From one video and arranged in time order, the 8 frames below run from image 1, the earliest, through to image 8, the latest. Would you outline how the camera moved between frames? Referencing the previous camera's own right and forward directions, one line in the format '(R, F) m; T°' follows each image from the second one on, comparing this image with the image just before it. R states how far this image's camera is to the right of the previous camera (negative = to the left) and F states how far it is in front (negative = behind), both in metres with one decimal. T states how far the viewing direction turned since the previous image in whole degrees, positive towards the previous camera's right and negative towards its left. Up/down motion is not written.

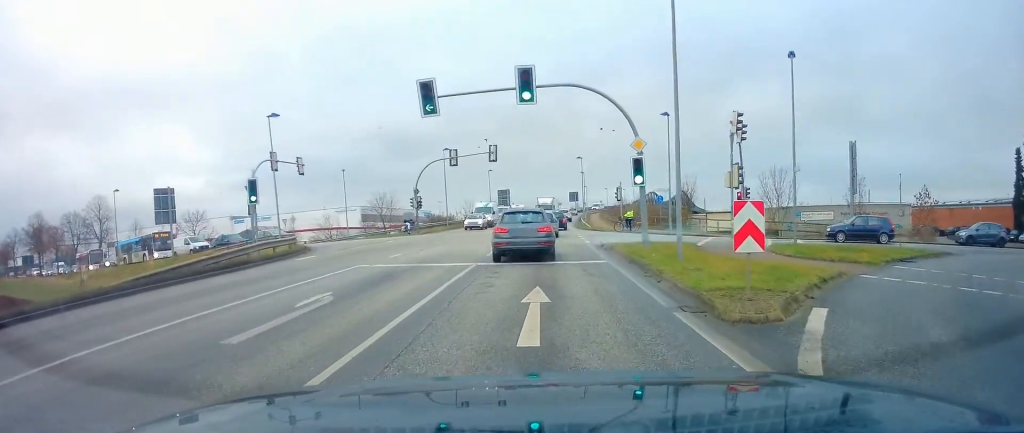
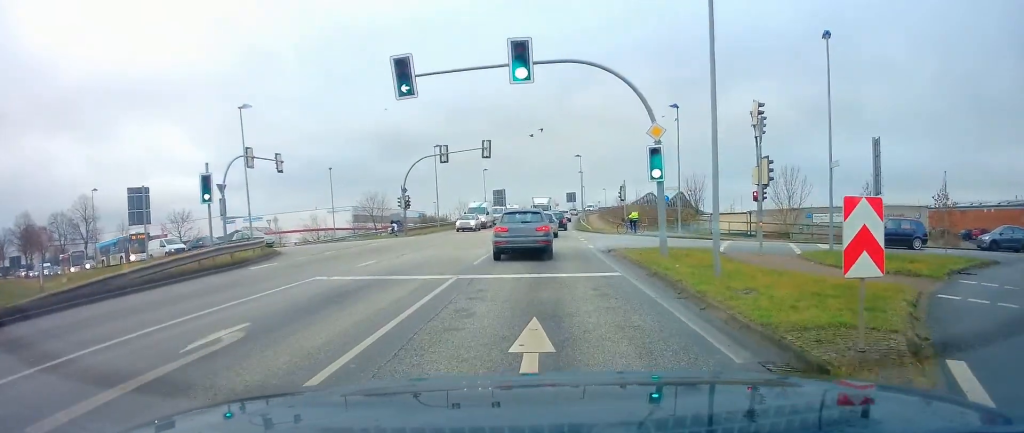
(0.0, +3.3) m; +1°
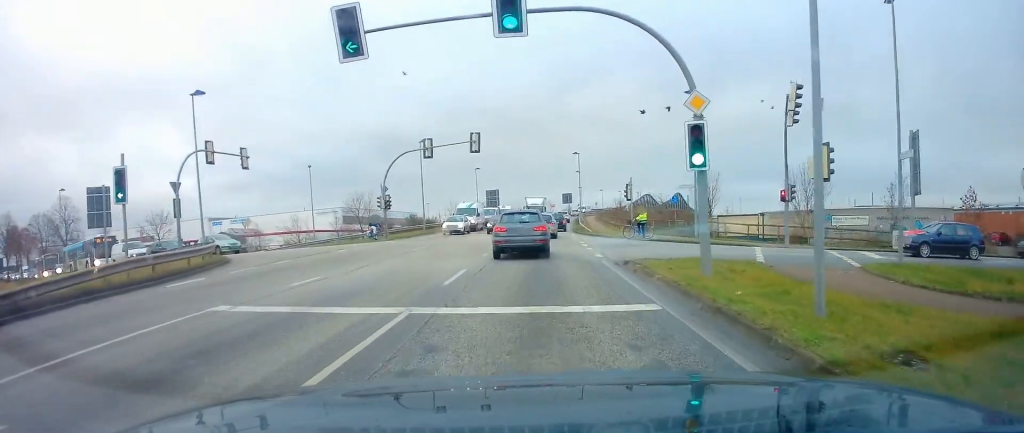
(0.0, +4.5) m; +1°
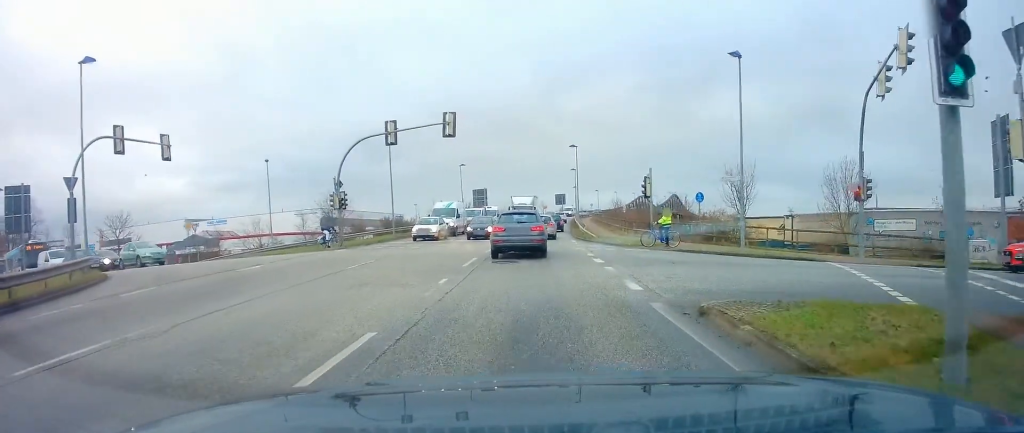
(+0.2, +8.0) m; +1°
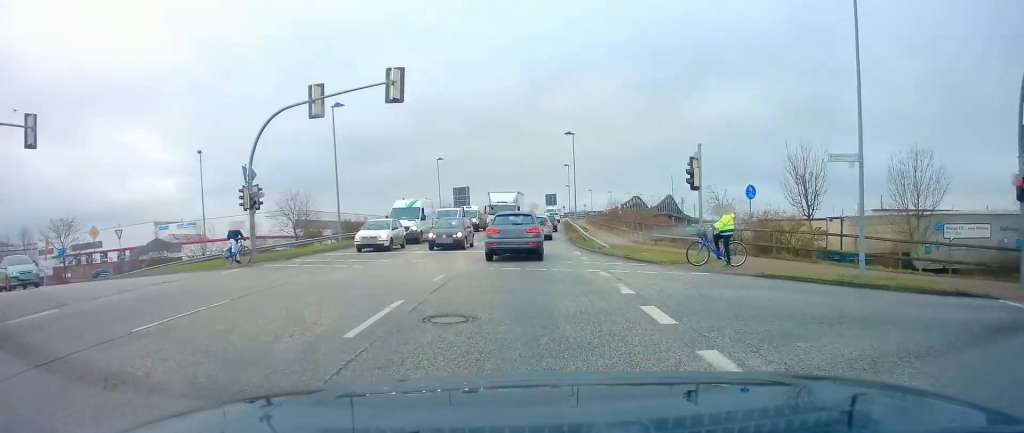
(0.0, +9.5) m; 0°
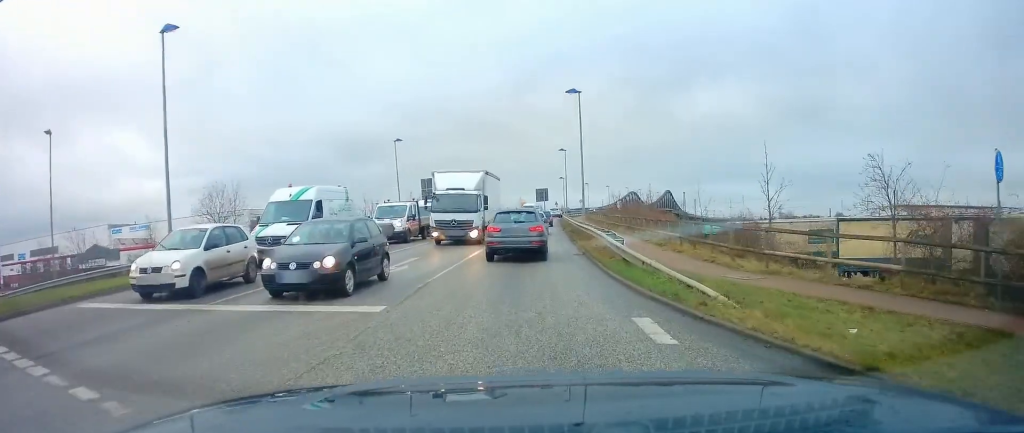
(+0.4, +14.7) m; +3°
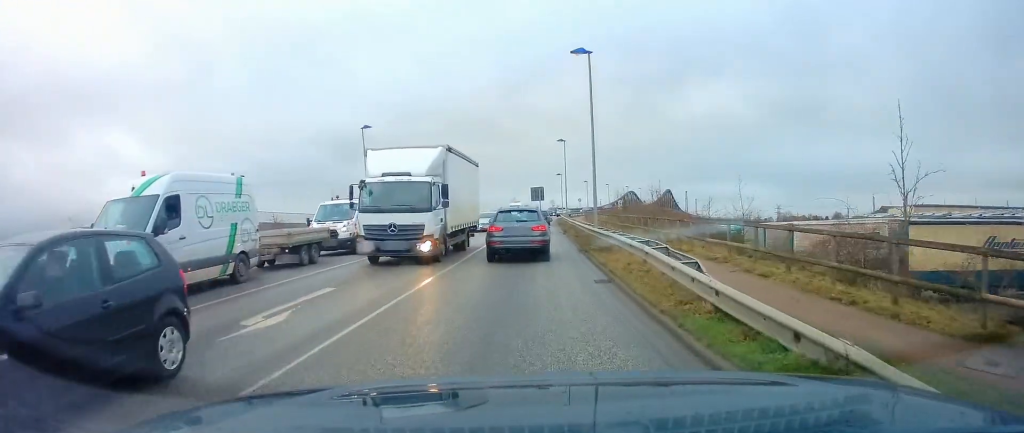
(+0.1, +7.8) m; 0°
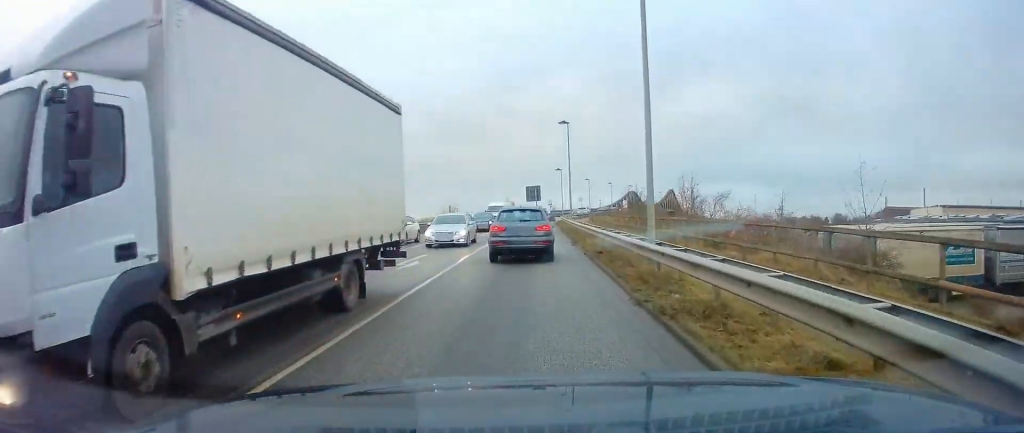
(-0.2, +11.2) m; -1°
